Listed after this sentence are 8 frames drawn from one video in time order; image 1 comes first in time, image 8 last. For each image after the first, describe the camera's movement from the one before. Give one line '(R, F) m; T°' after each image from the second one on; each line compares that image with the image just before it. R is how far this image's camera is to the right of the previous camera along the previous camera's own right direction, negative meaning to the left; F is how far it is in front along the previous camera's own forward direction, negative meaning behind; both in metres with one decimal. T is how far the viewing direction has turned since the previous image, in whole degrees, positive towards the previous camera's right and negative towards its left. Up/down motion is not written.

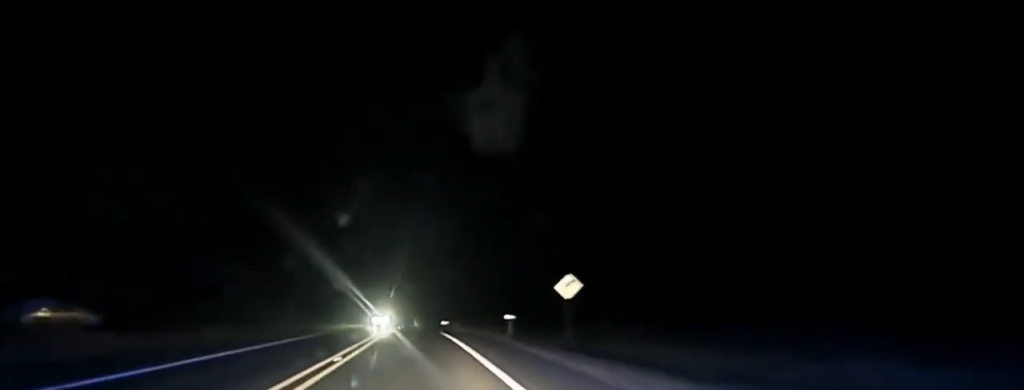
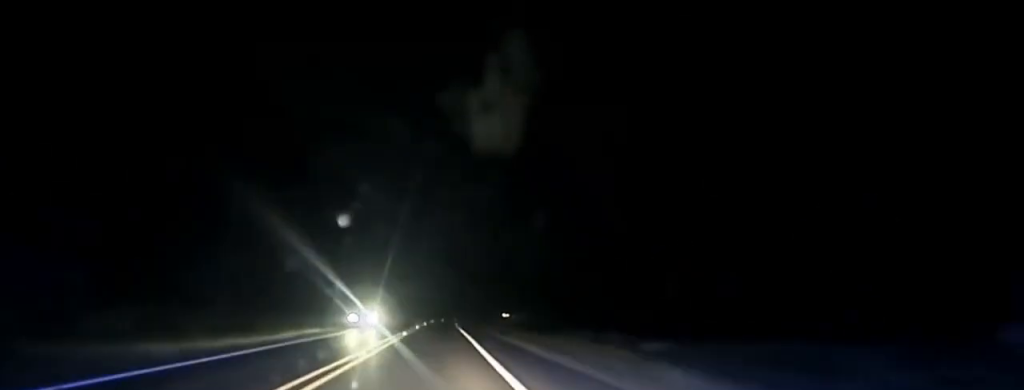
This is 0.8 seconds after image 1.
(-0.8, +44.3) m; -1°
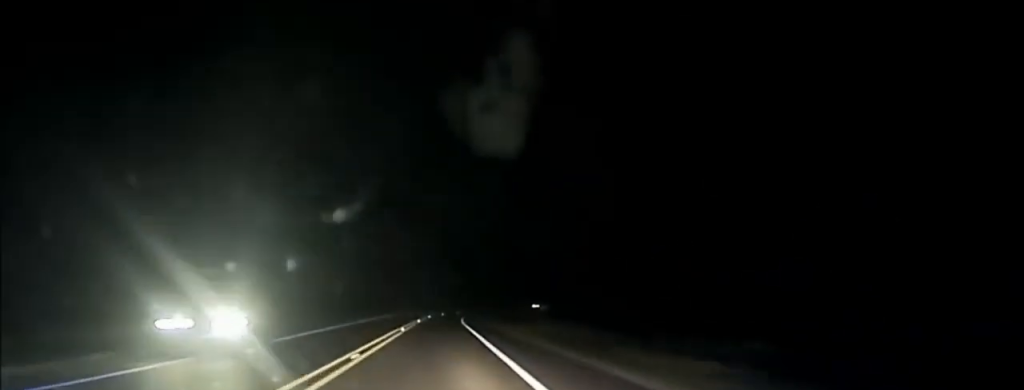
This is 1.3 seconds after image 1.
(0.0, +29.1) m; +1°
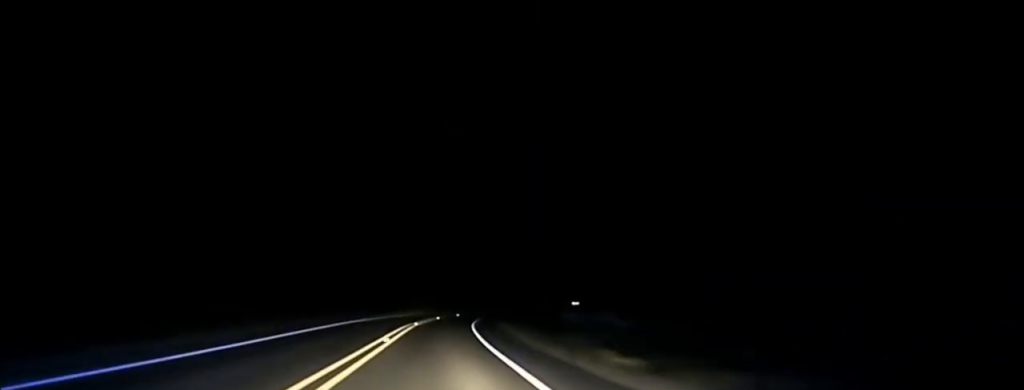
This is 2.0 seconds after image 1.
(+0.2, +37.6) m; +2°
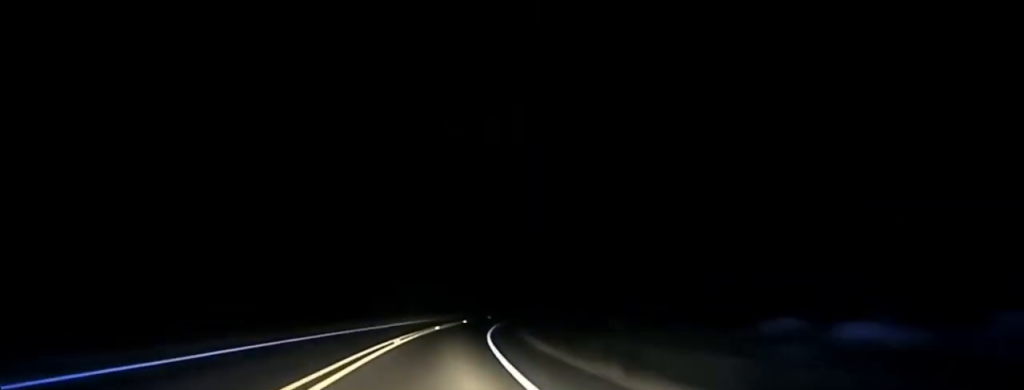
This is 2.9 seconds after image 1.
(+1.0, +47.4) m; +4°
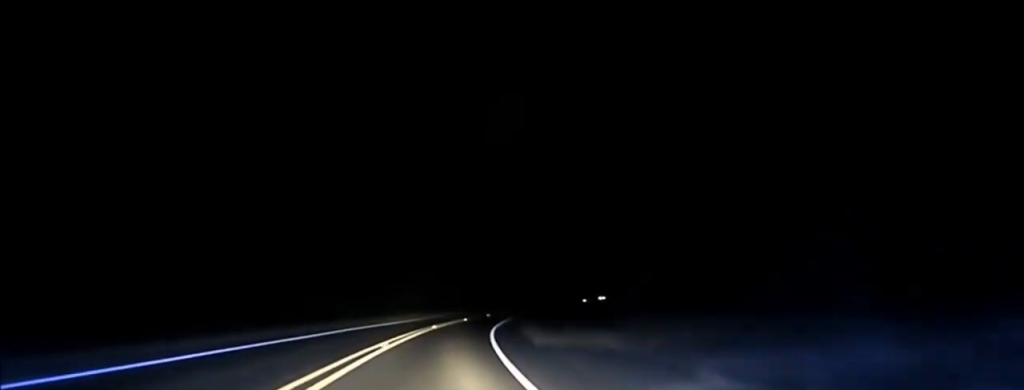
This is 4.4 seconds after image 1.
(+5.5, +76.7) m; +8°
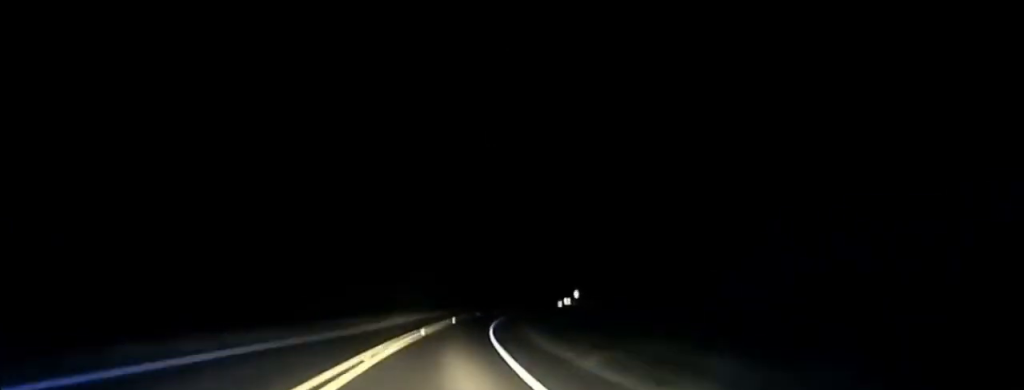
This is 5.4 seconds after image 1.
(+2.4, +53.6) m; +5°
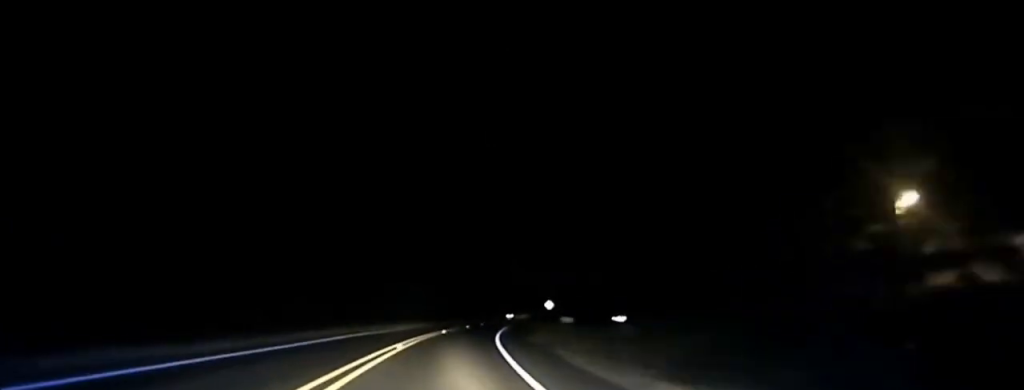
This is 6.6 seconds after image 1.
(+3.0, +65.6) m; +6°
